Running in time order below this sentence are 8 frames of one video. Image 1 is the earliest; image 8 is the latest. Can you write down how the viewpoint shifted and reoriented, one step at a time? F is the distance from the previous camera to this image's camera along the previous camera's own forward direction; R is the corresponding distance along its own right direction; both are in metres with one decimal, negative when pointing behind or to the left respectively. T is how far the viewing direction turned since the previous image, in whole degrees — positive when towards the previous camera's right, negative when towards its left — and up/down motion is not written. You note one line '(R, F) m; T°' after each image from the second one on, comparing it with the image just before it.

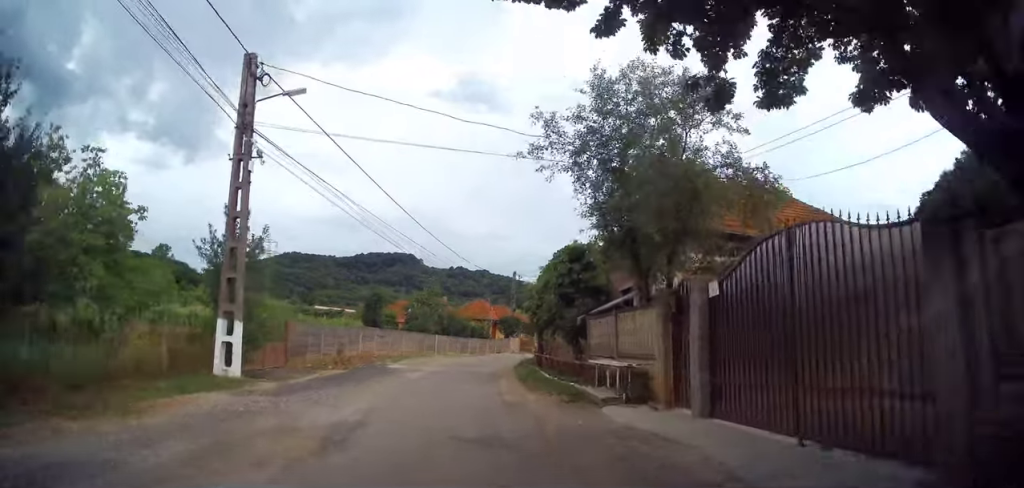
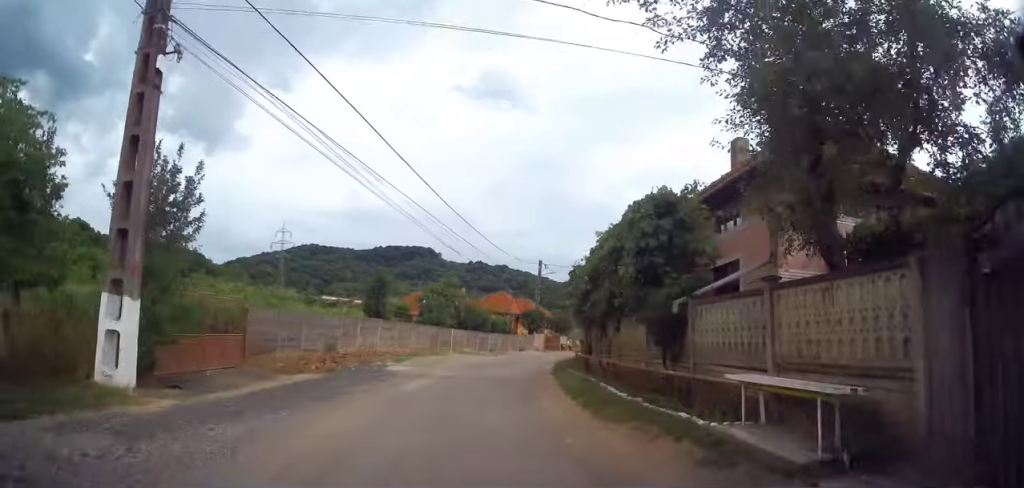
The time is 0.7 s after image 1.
(-0.1, +5.3) m; -2°
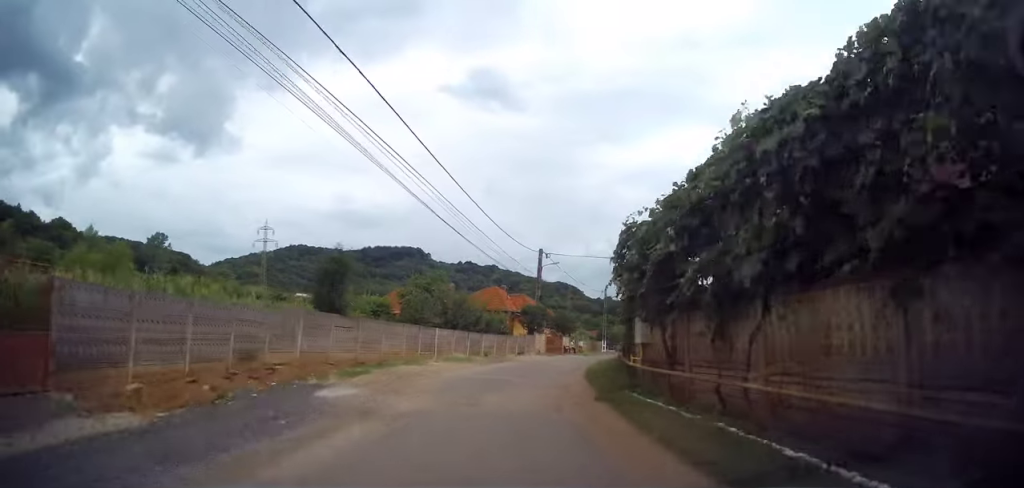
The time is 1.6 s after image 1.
(-0.2, +7.1) m; -1°
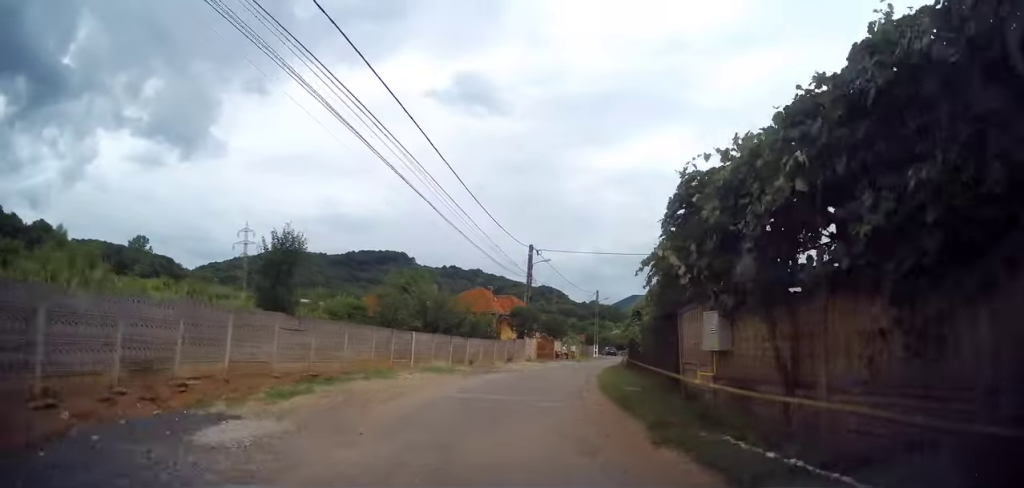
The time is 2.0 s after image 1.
(-0.1, +4.0) m; +2°
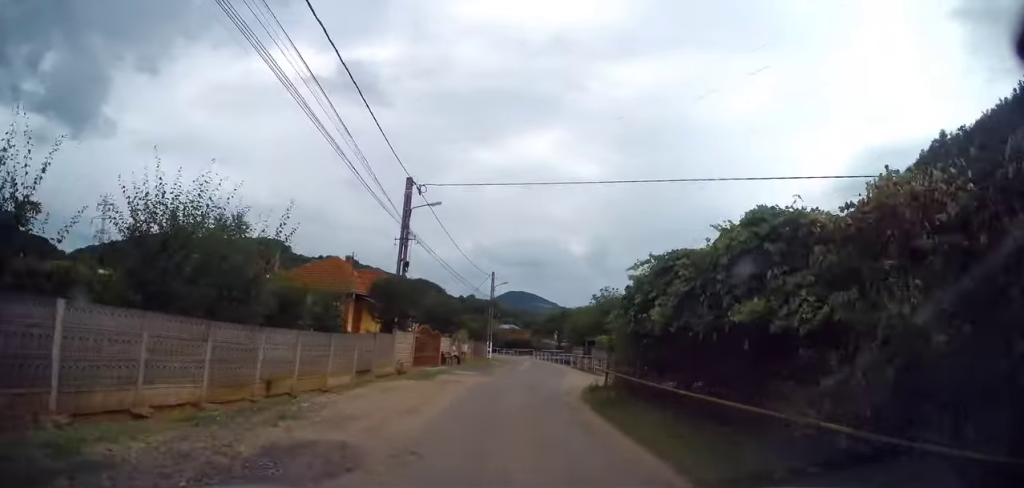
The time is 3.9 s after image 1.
(+2.0, +16.3) m; +14°
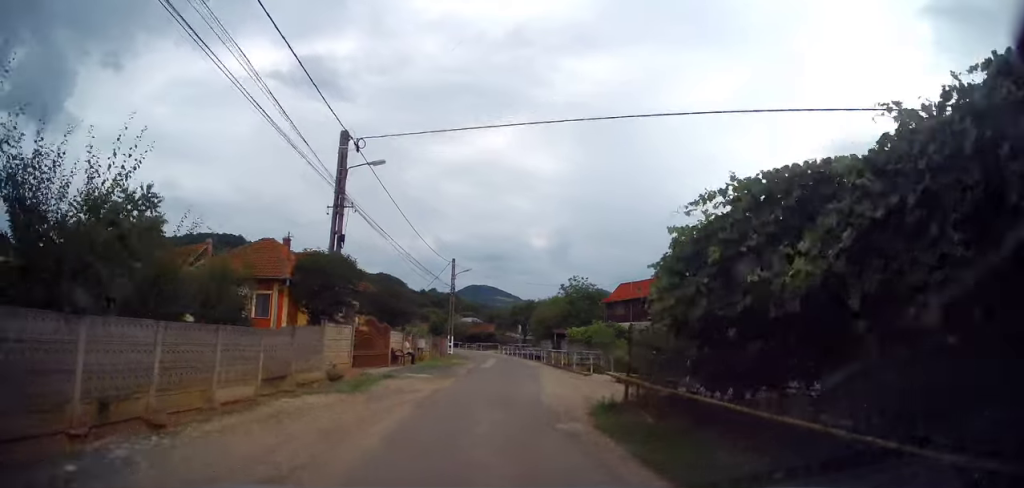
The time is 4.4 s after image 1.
(+0.2, +5.3) m; +3°
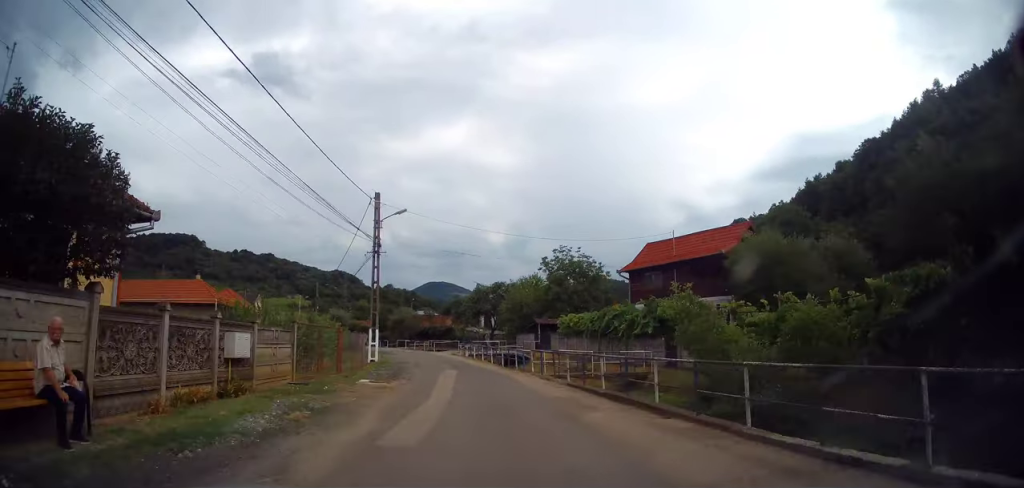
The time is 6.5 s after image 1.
(+1.2, +20.9) m; +4°
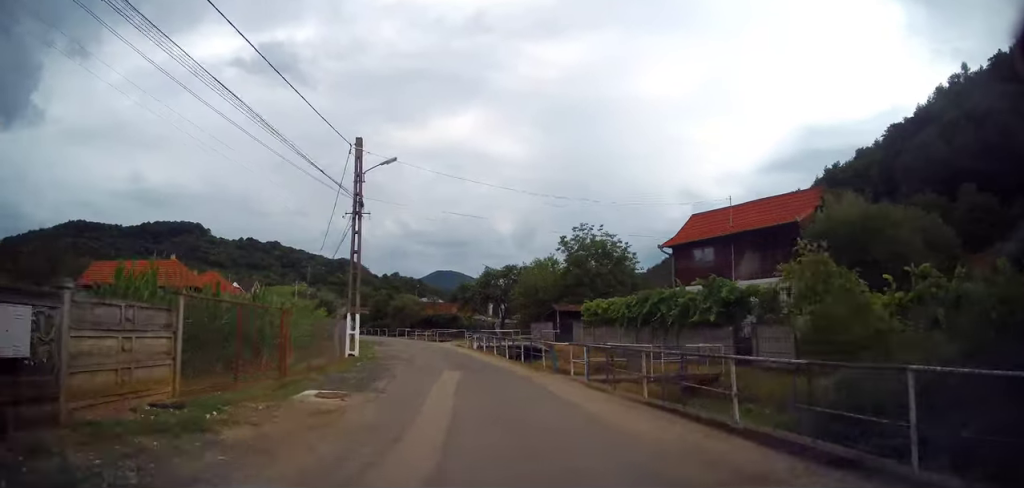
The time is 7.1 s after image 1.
(-0.2, +6.3) m; -1°
